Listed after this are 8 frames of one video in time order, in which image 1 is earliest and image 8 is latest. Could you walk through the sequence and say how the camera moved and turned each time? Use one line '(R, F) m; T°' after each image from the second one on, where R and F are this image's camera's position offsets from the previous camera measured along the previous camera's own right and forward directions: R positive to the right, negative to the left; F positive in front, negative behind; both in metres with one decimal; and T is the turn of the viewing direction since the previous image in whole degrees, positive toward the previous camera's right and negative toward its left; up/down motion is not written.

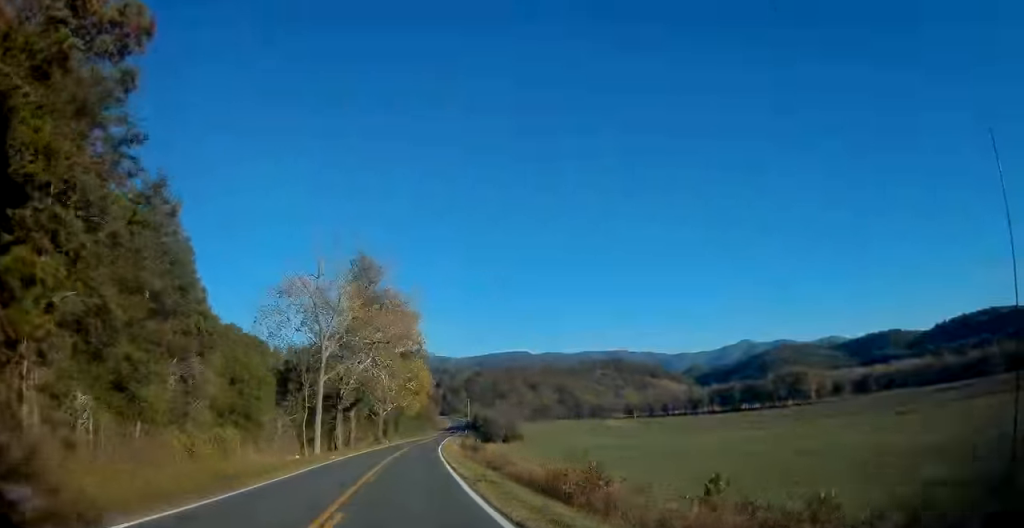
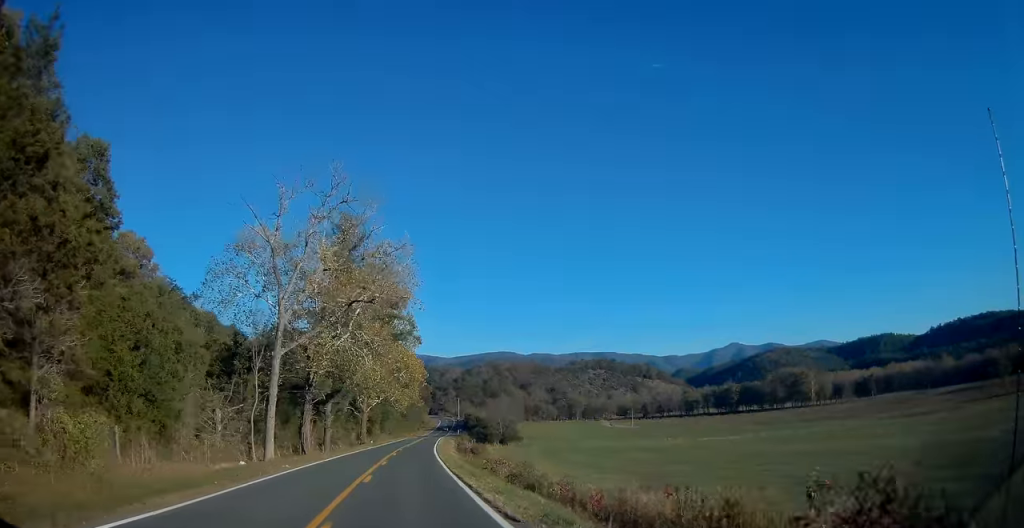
(+0.1, +13.7) m; +1°
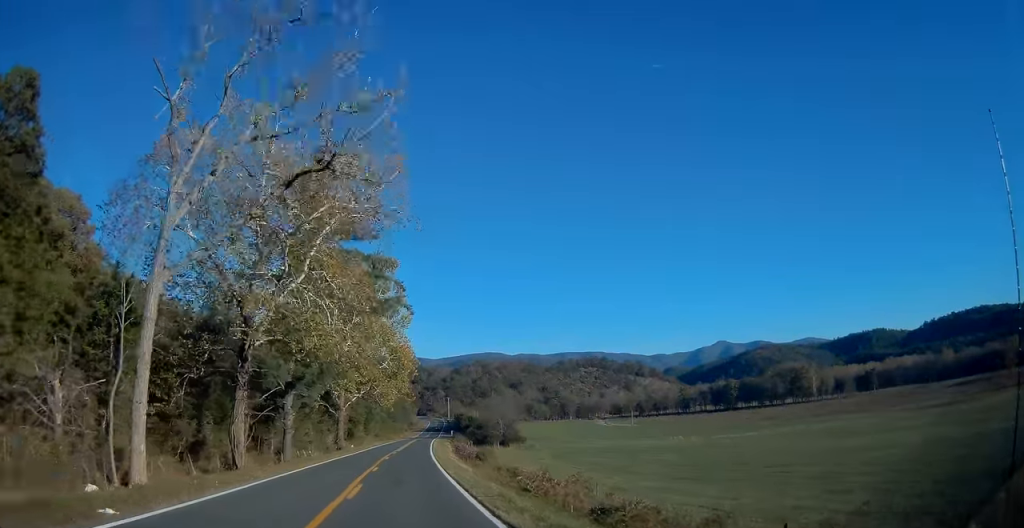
(+0.1, +16.5) m; +1°
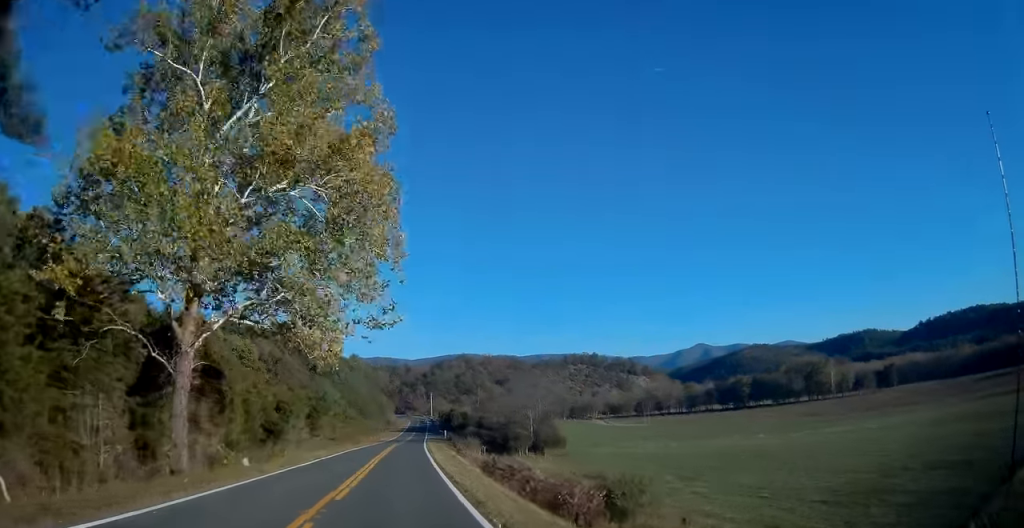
(+1.3, +44.6) m; +3°
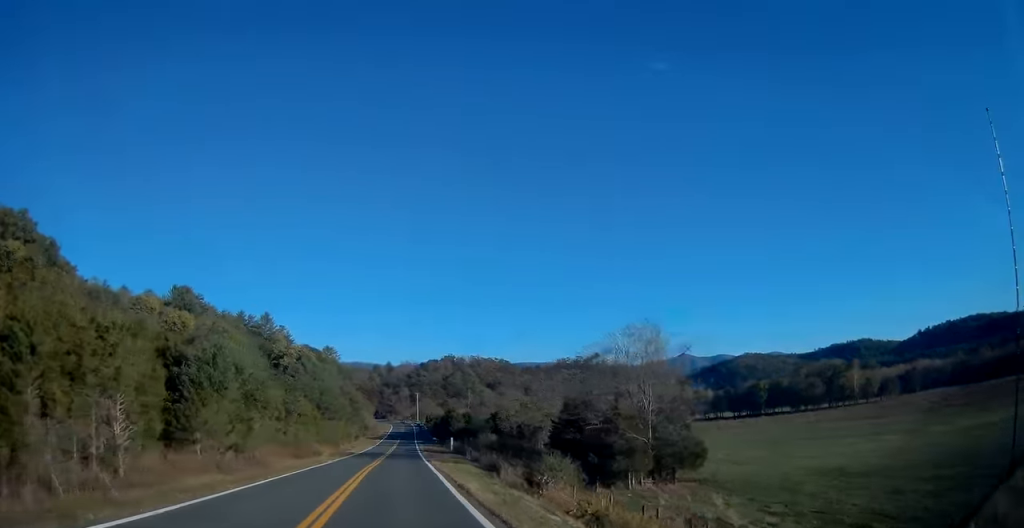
(+0.6, +40.0) m; +1°
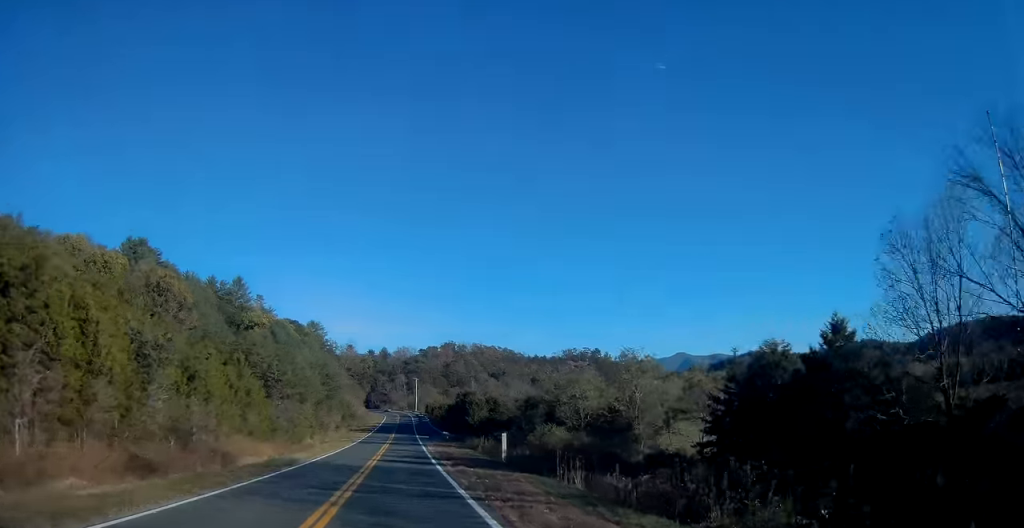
(+0.2, +34.2) m; +1°
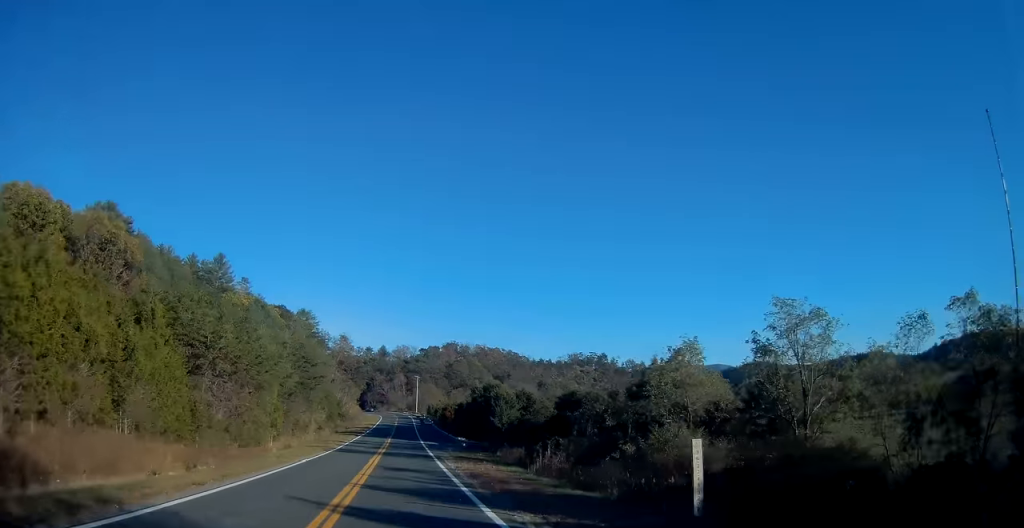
(+0.2, +20.8) m; 0°
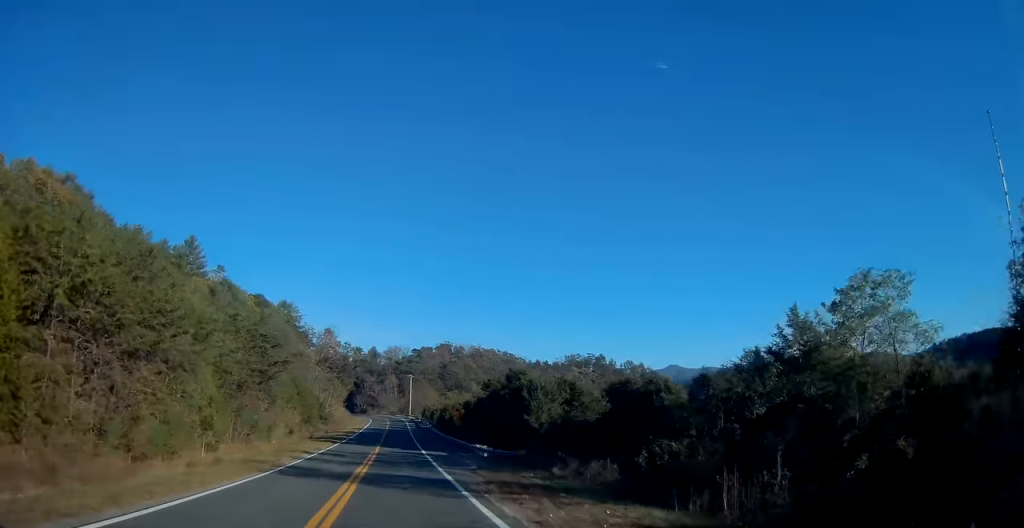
(0.0, +17.2) m; 0°
